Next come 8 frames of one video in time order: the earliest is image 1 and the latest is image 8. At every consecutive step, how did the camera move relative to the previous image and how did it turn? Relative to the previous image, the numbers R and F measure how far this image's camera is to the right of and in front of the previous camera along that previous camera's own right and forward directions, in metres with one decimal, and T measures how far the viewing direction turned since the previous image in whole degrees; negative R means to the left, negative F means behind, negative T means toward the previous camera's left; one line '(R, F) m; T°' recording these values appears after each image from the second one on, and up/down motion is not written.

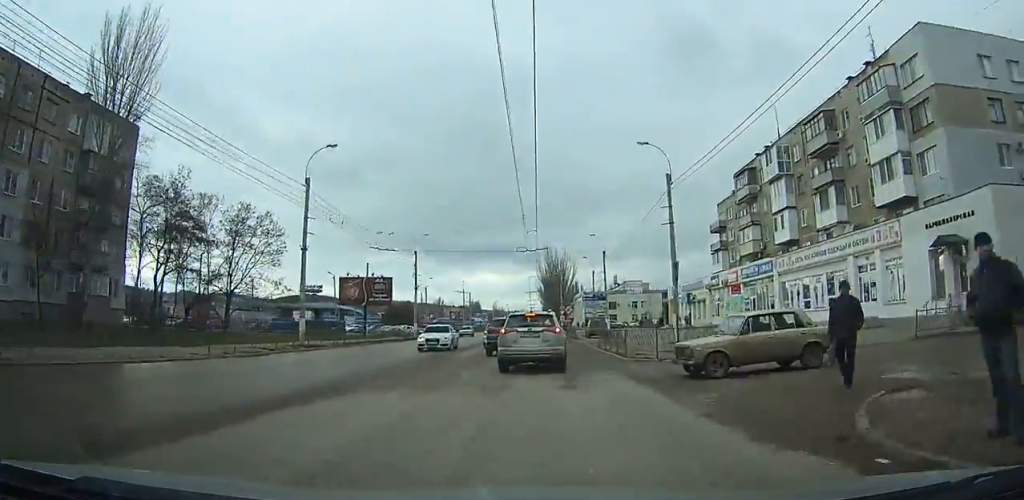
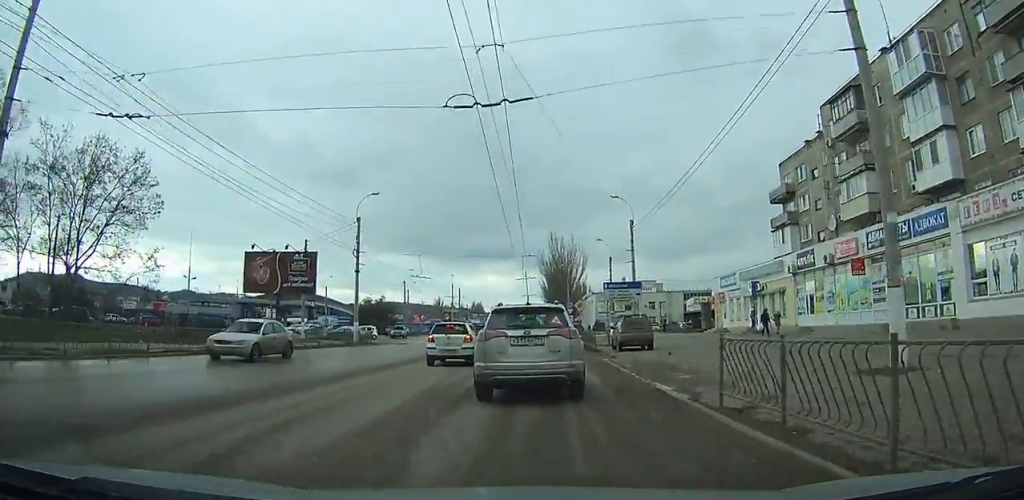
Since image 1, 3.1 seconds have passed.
(0.0, +19.4) m; -2°
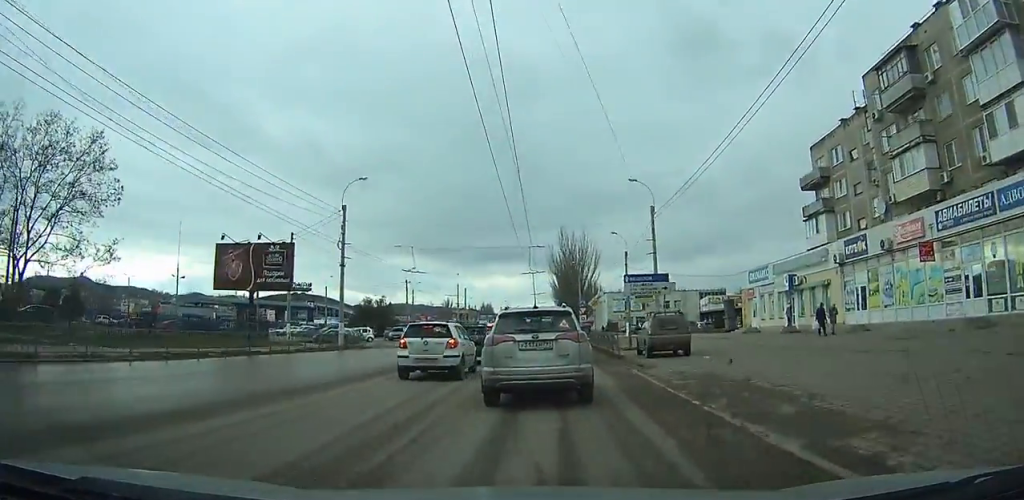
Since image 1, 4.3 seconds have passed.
(-0.1, +6.2) m; -1°
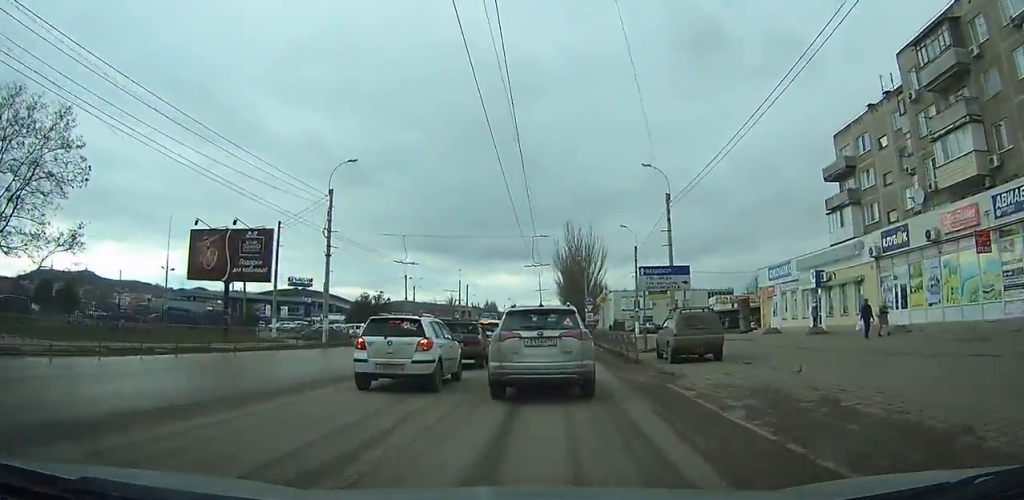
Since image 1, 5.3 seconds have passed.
(-0.1, +4.2) m; 0°
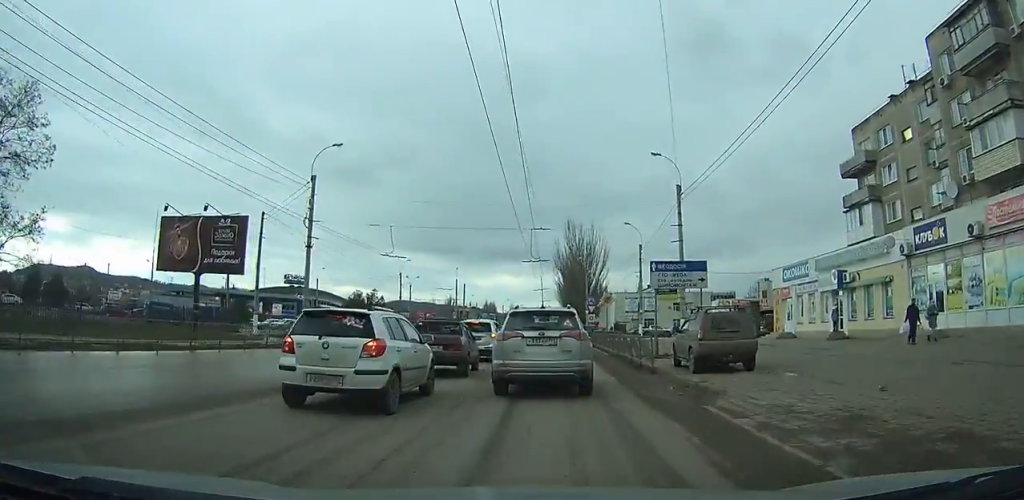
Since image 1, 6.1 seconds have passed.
(0.0, +3.4) m; 0°
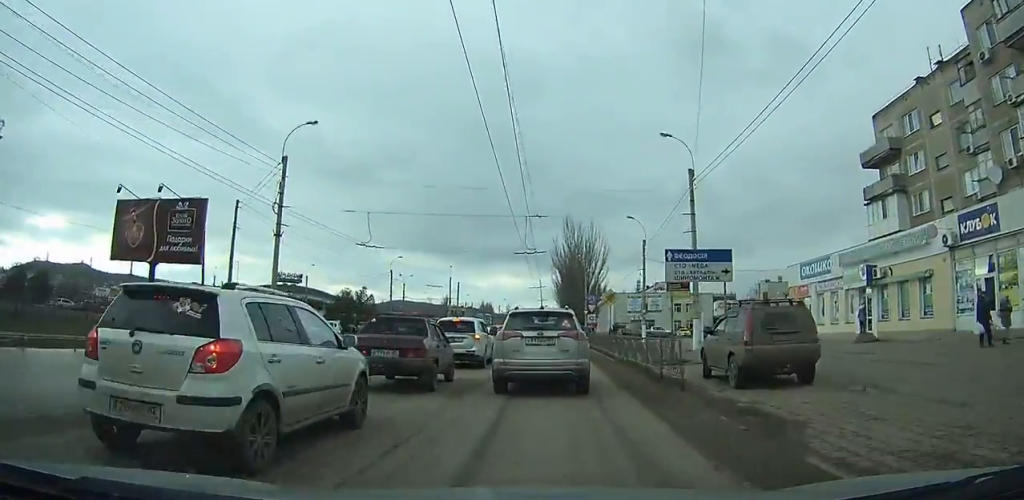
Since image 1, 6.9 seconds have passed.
(0.0, +3.6) m; 0°
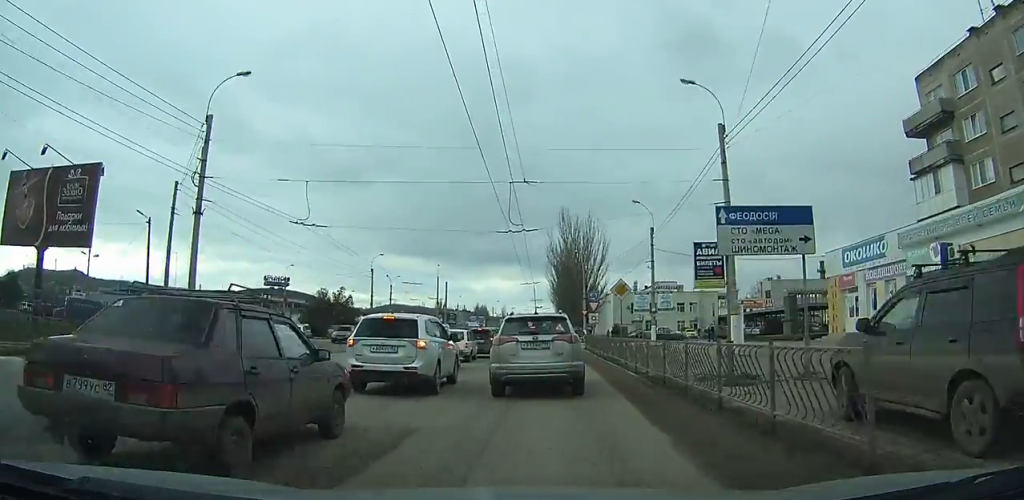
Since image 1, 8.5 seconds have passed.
(0.0, +6.1) m; +1°
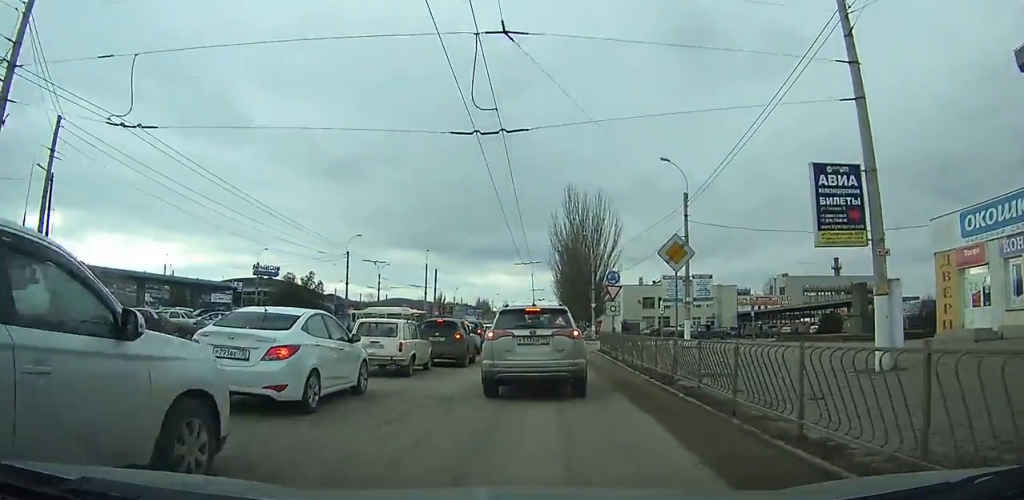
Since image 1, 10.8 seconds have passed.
(+0.2, +8.2) m; +8°
